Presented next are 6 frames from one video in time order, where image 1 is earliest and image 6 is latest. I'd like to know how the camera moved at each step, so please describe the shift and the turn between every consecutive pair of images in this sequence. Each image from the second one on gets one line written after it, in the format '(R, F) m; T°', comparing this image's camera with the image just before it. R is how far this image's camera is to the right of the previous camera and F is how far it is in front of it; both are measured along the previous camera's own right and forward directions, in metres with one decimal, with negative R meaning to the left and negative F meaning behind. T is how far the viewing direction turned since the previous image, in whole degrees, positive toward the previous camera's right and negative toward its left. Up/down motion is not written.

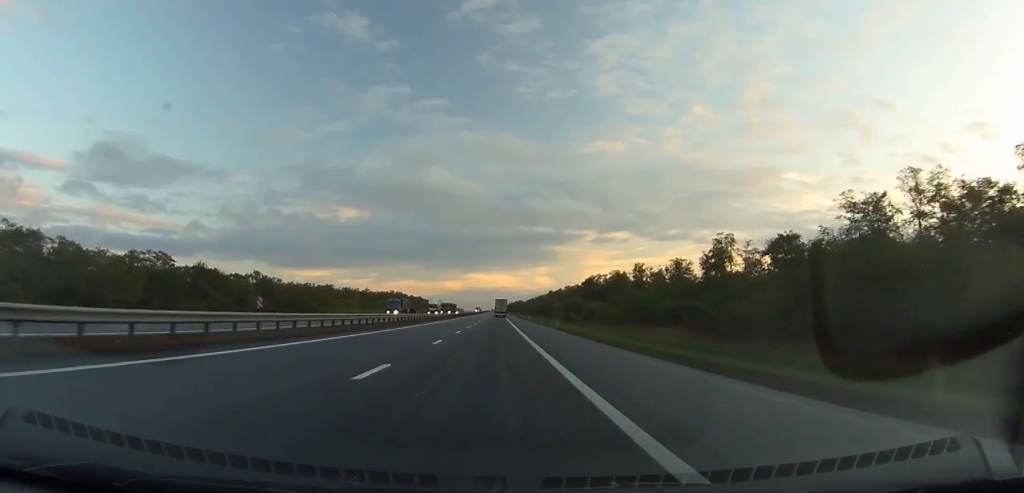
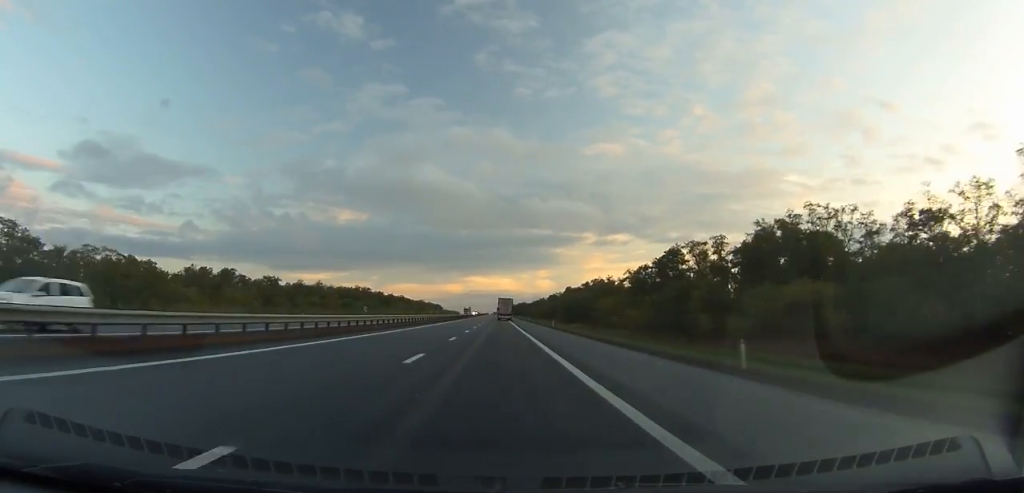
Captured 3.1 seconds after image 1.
(0.0, +83.2) m; 0°
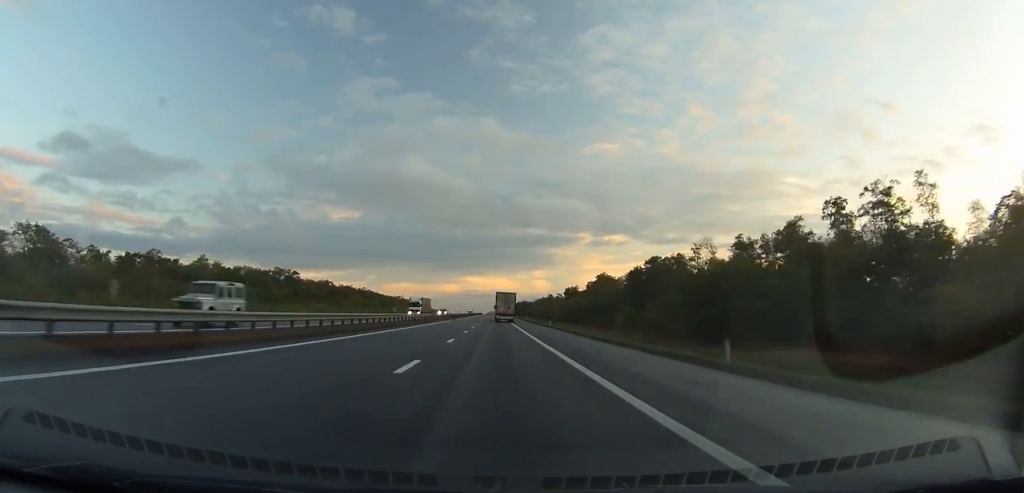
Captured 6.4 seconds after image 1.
(+0.1, +94.2) m; 0°
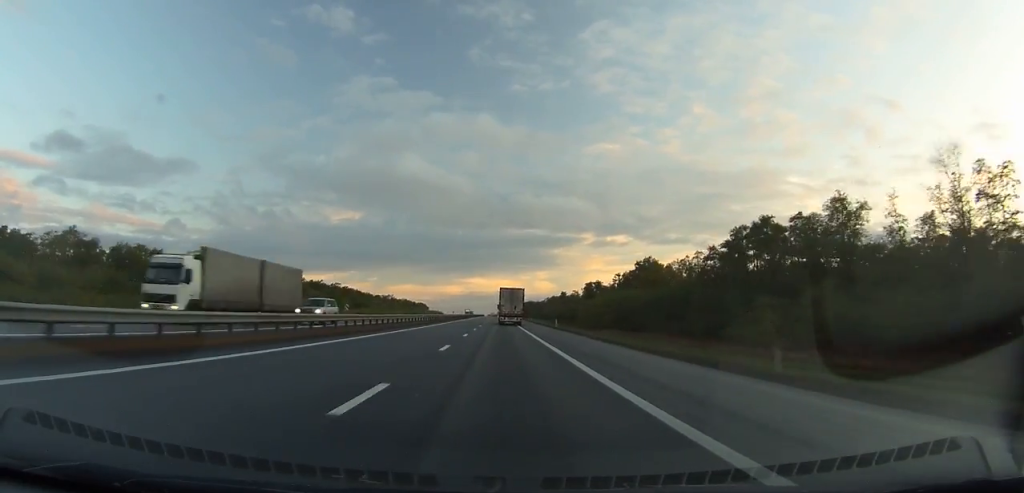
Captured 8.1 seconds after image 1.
(0.0, +51.0) m; 0°
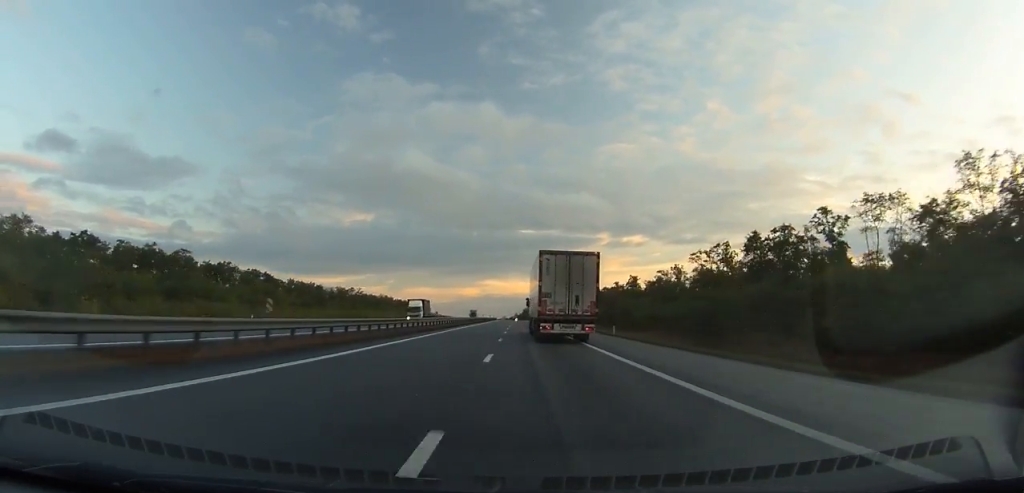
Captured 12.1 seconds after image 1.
(-0.3, +125.9) m; 0°
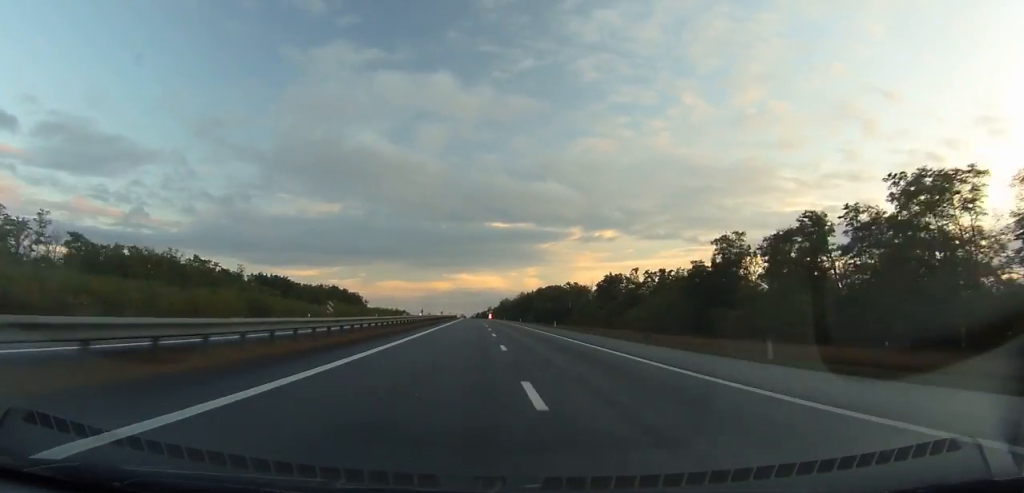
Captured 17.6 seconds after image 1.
(+0.2, +176.5) m; 0°
